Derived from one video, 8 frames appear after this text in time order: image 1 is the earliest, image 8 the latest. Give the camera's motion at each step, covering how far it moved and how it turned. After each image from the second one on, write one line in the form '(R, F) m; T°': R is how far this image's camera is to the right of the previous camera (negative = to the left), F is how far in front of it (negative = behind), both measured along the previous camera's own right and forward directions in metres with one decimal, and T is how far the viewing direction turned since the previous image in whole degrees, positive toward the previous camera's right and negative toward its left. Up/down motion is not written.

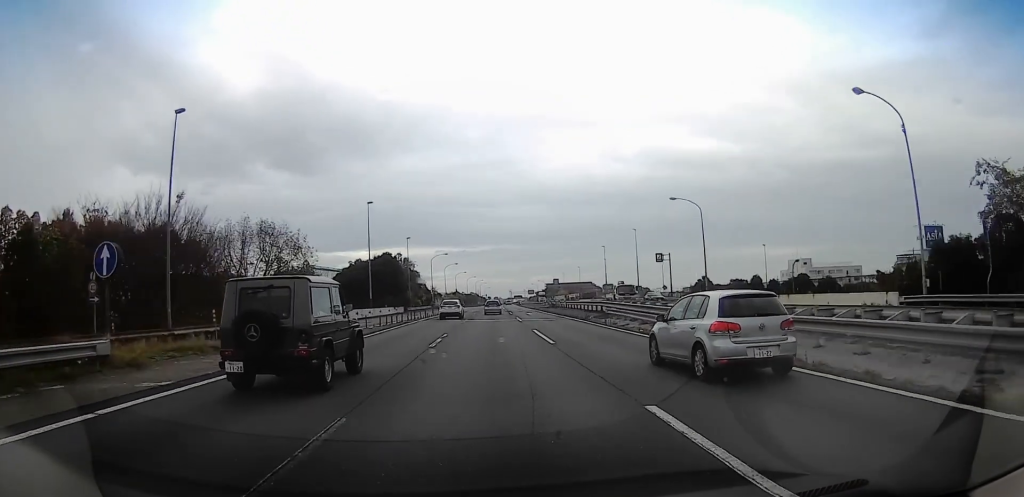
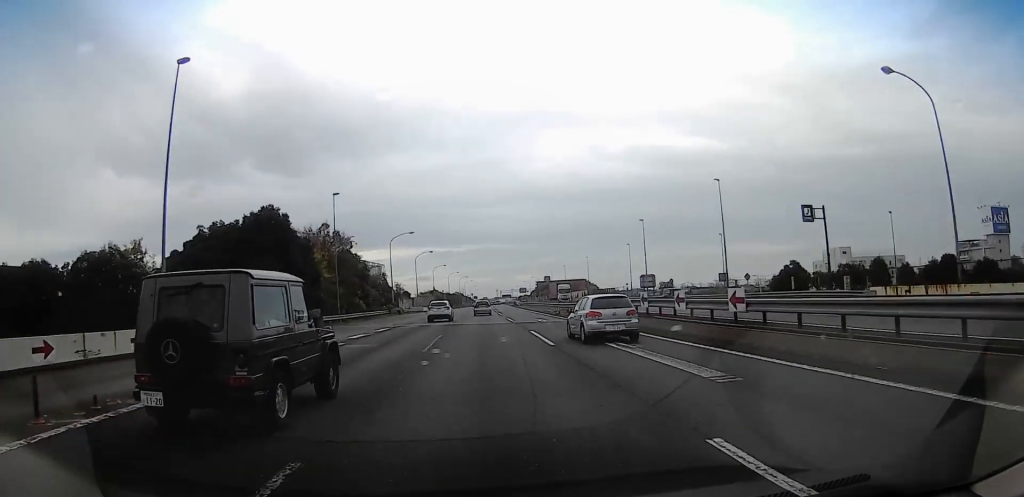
(+0.2, +41.2) m; 0°
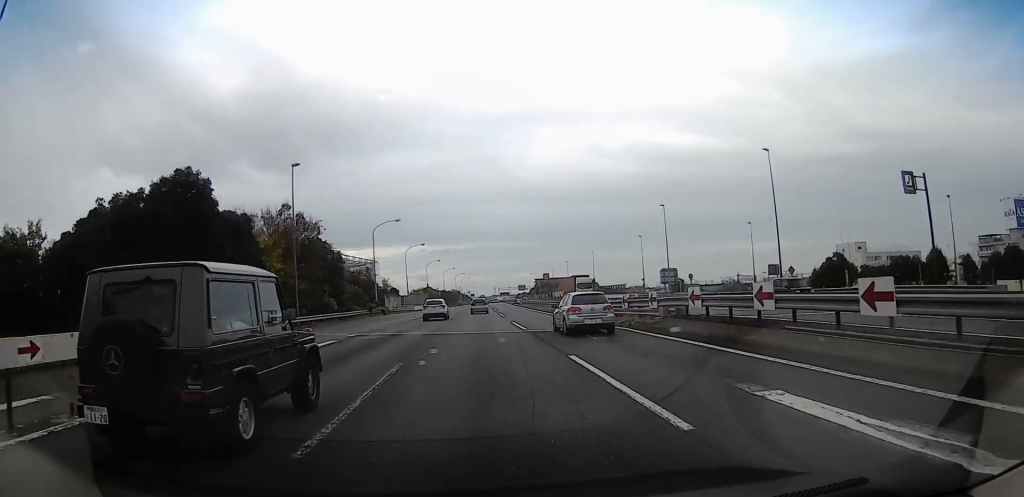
(-0.2, +12.5) m; 0°
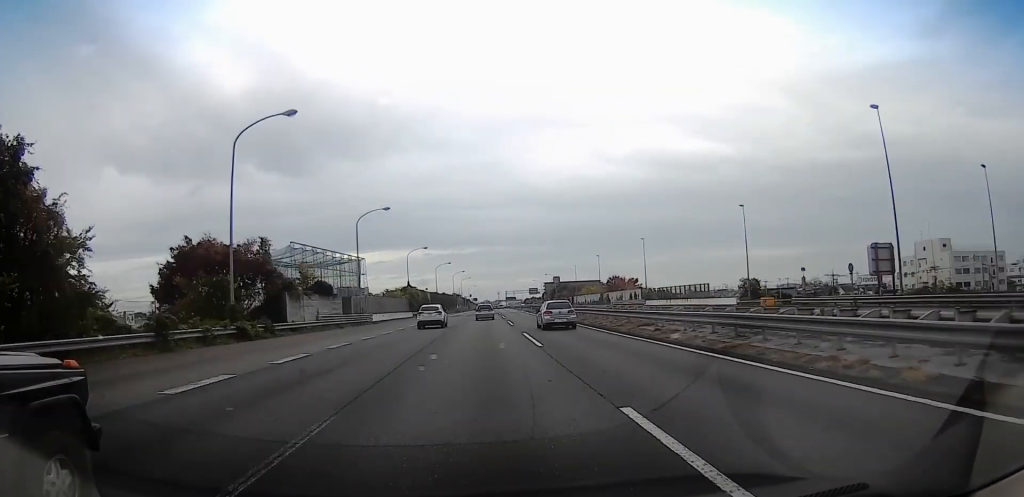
(0.0, +45.9) m; +2°
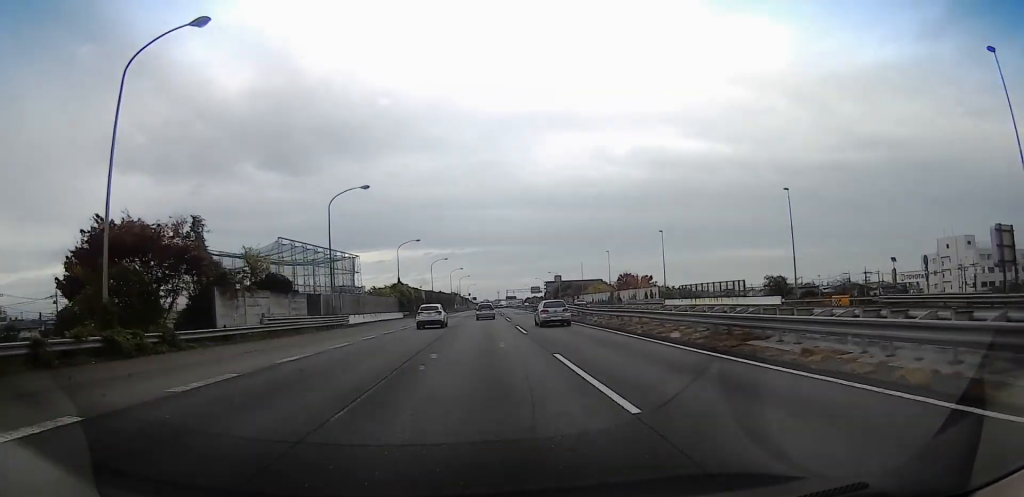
(+0.5, +11.8) m; -1°
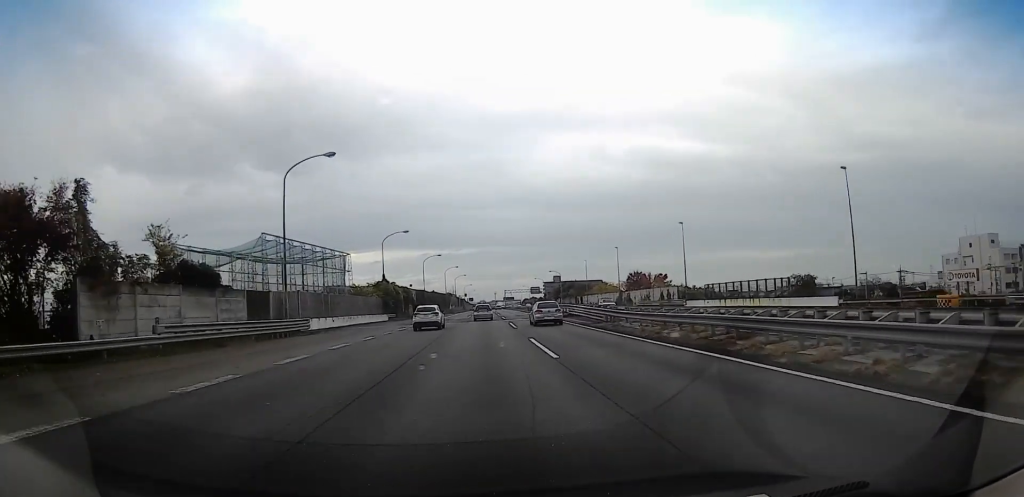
(+0.7, +11.8) m; -1°
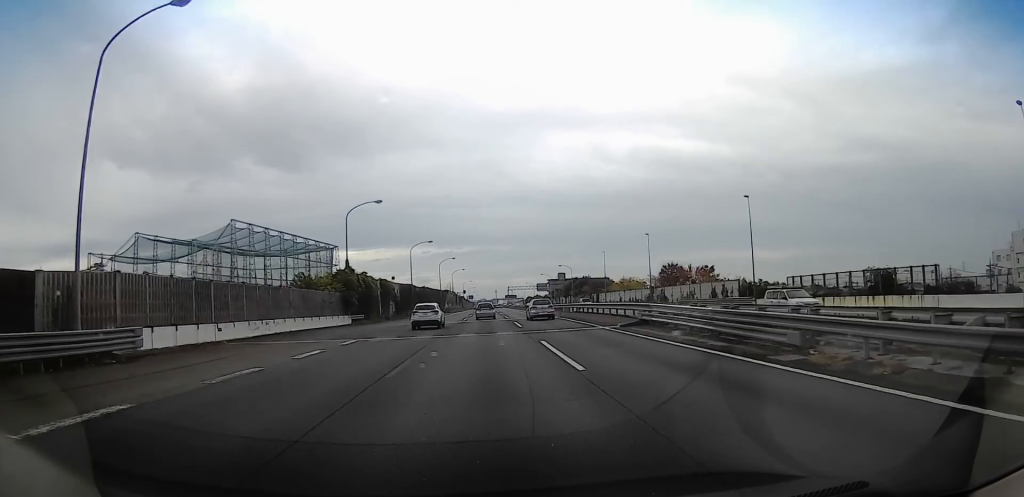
(-1.8, +23.2) m; 0°
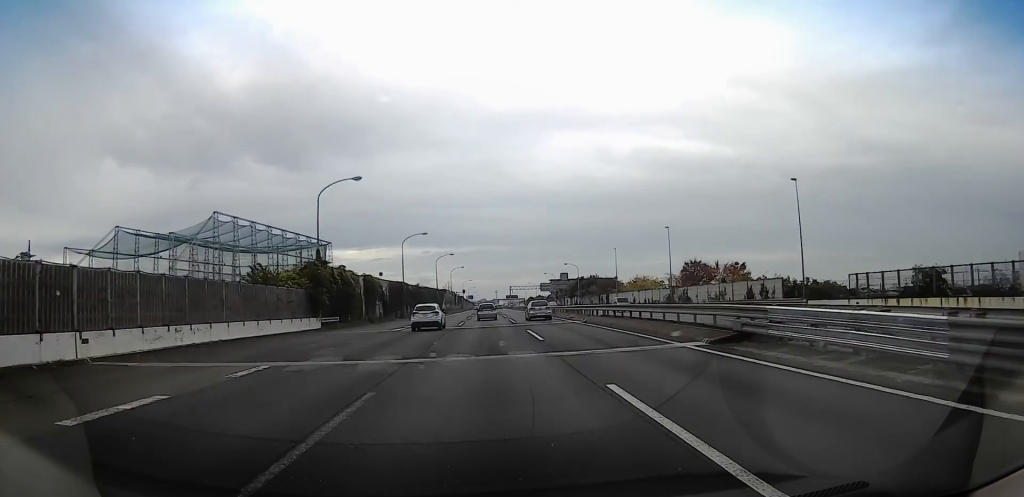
(+0.8, +10.8) m; +2°
